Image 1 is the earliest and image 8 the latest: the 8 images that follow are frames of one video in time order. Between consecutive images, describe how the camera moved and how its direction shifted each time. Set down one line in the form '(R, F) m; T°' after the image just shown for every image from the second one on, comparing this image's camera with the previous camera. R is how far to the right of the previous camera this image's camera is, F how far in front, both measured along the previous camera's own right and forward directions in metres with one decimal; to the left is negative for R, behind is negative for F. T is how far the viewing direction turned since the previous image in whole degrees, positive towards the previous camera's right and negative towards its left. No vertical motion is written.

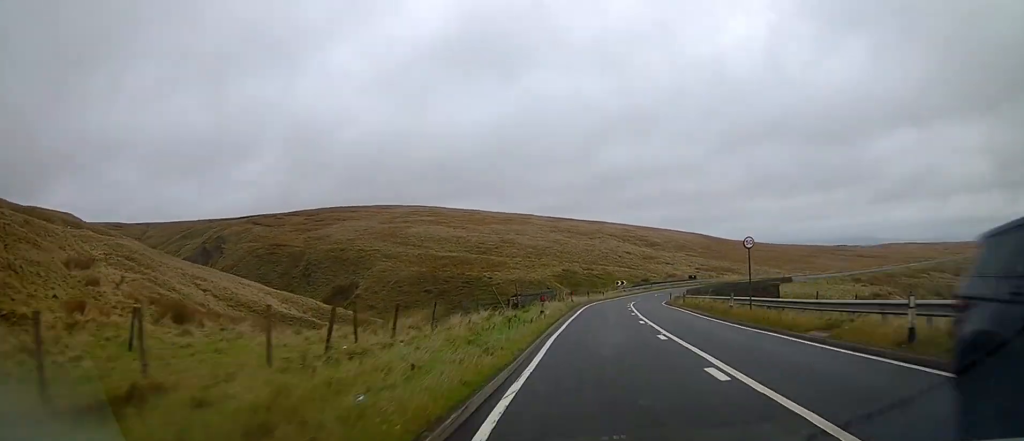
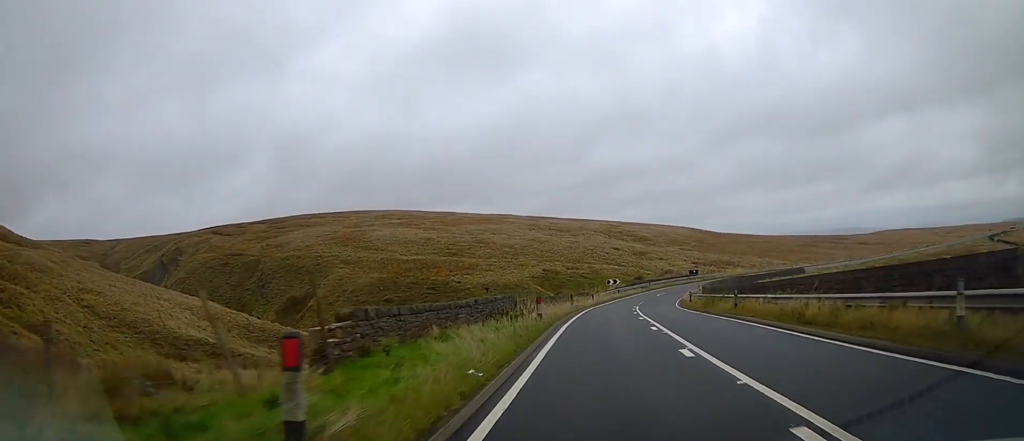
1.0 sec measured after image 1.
(0.0, +16.3) m; 0°
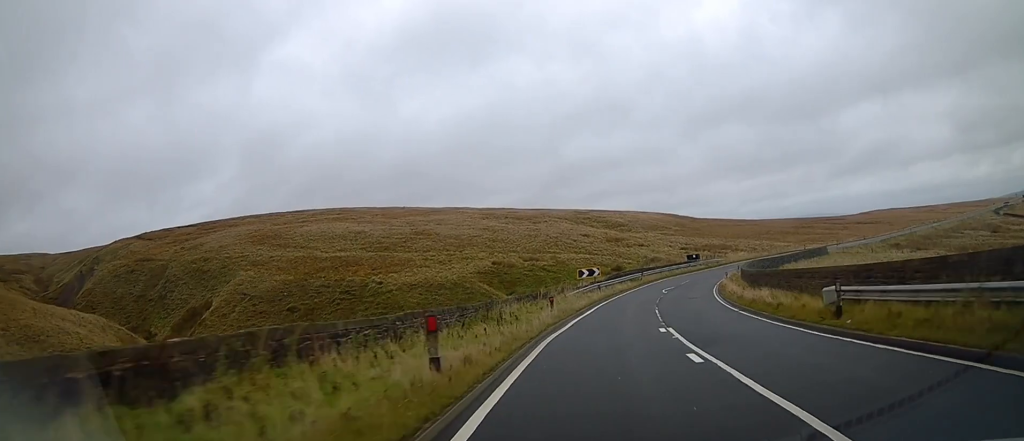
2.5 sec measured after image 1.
(+0.4, +25.9) m; +3°
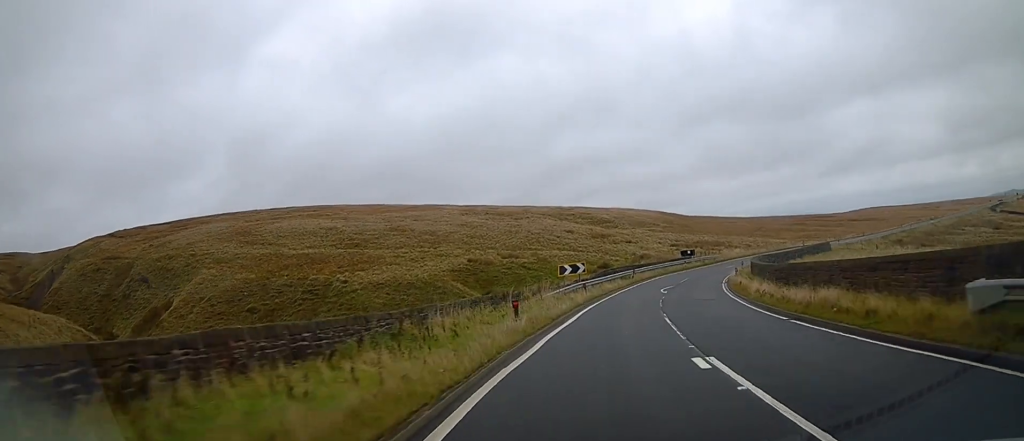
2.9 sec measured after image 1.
(+0.1, +7.0) m; +1°
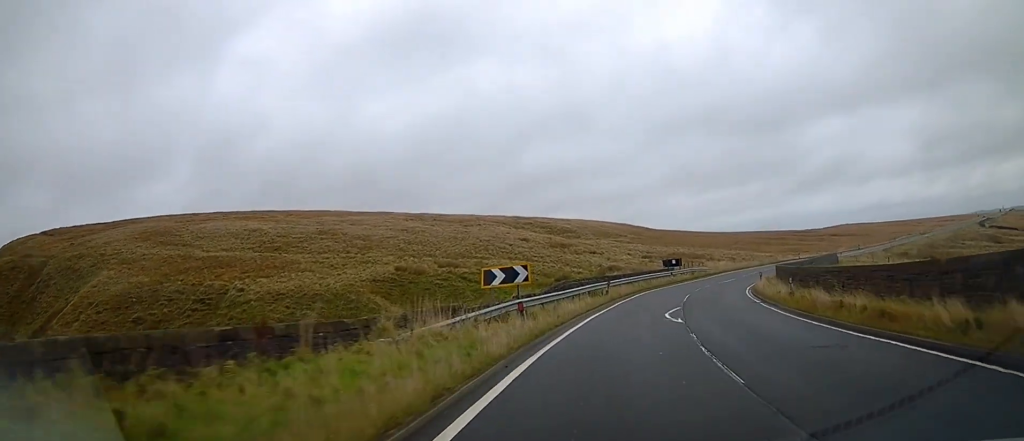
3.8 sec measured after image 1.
(+0.5, +15.7) m; +4°
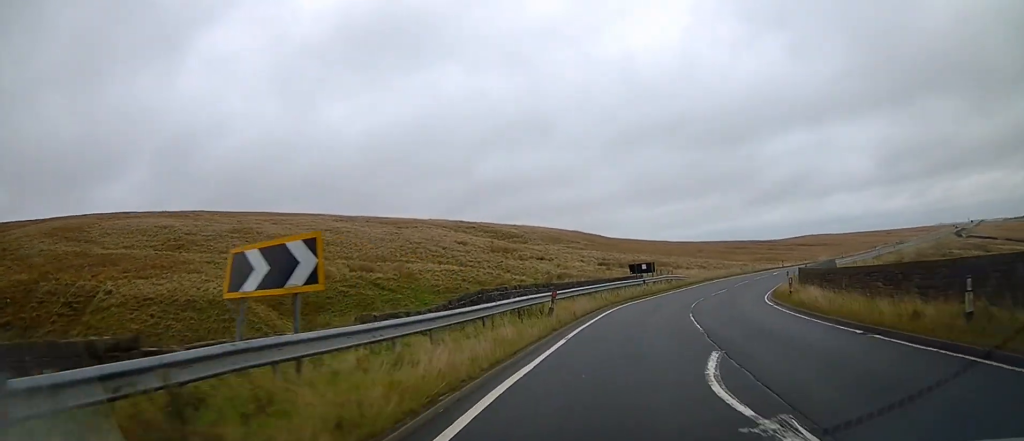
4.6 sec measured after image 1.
(+0.4, +13.3) m; +5°
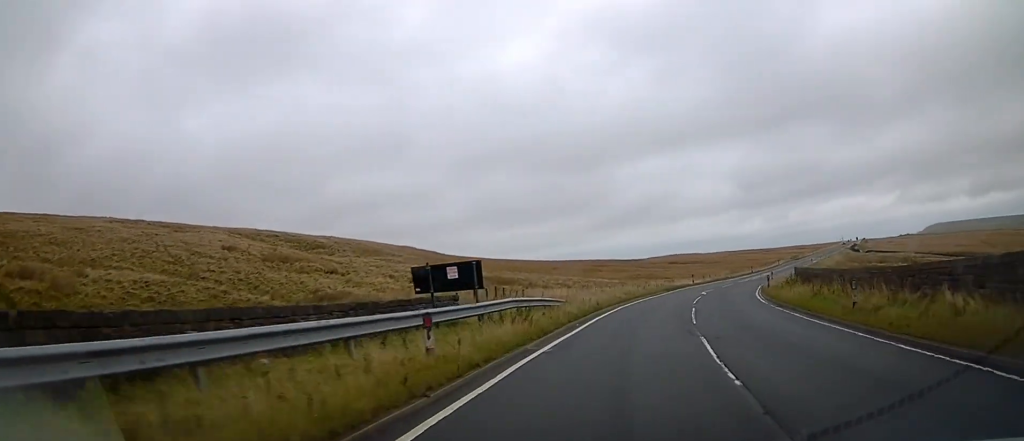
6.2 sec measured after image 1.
(+2.9, +25.9) m; +15°
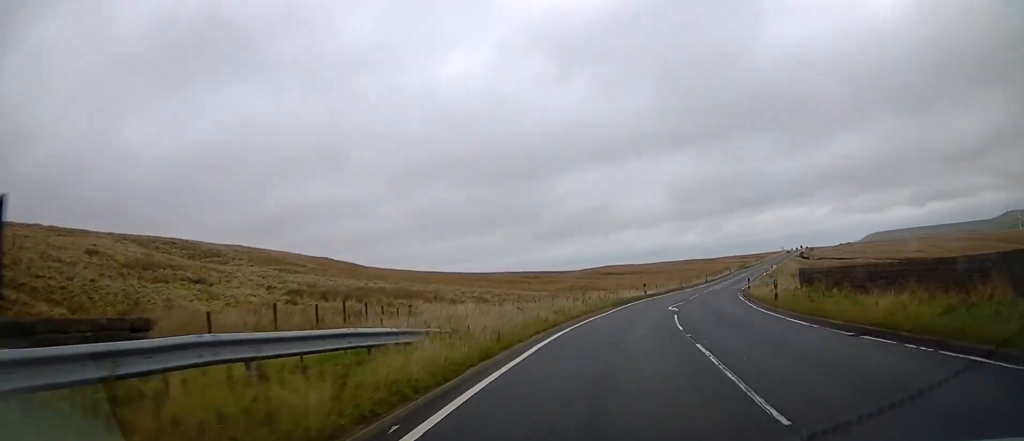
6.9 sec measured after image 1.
(+1.0, +11.5) m; +7°
